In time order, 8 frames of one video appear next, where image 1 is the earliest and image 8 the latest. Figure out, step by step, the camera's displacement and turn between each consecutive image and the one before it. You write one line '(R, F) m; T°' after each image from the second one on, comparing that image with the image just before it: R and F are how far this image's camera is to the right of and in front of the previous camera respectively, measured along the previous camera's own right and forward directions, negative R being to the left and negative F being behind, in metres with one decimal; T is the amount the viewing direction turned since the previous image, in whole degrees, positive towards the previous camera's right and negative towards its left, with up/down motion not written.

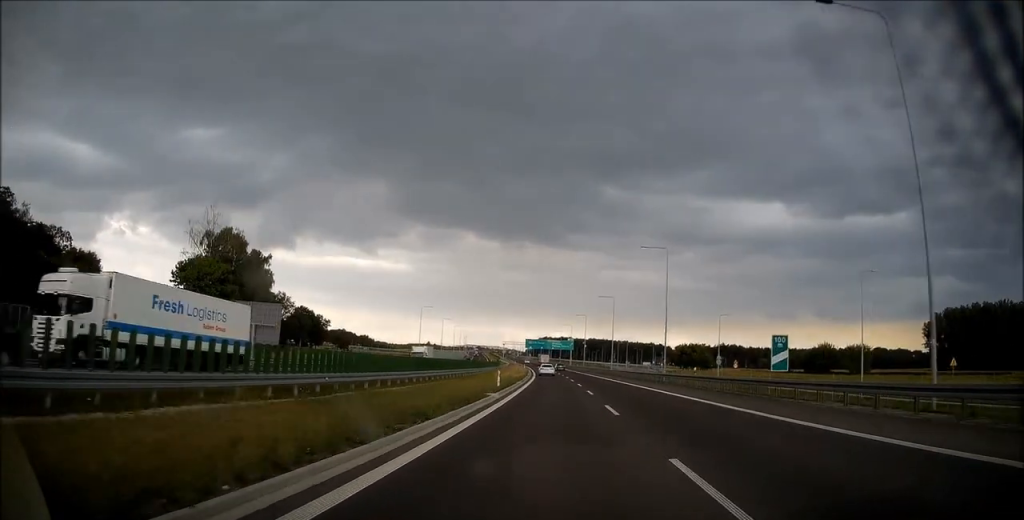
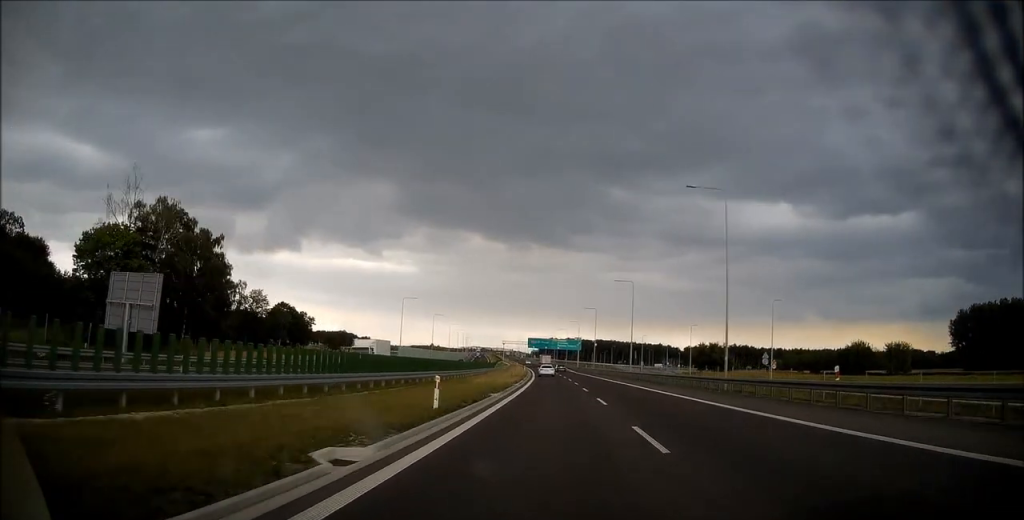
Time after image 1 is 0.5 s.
(-0.1, +19.3) m; -1°
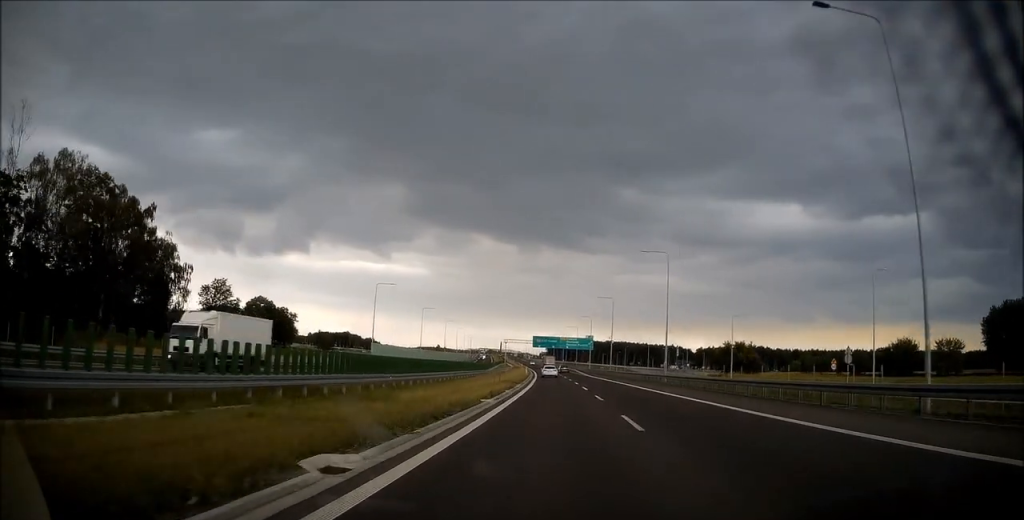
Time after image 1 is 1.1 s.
(-0.2, +20.4) m; -1°
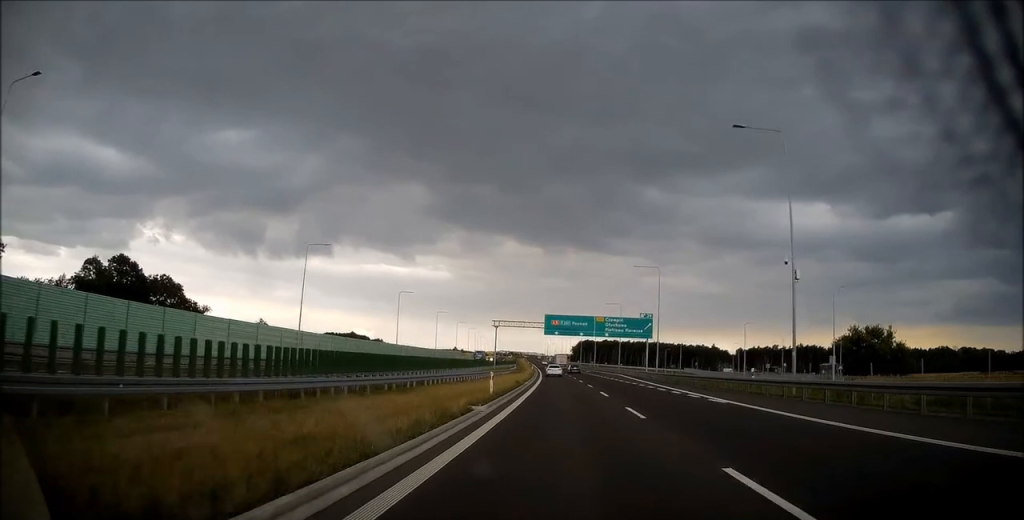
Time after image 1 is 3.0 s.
(-1.6, +68.2) m; -3°
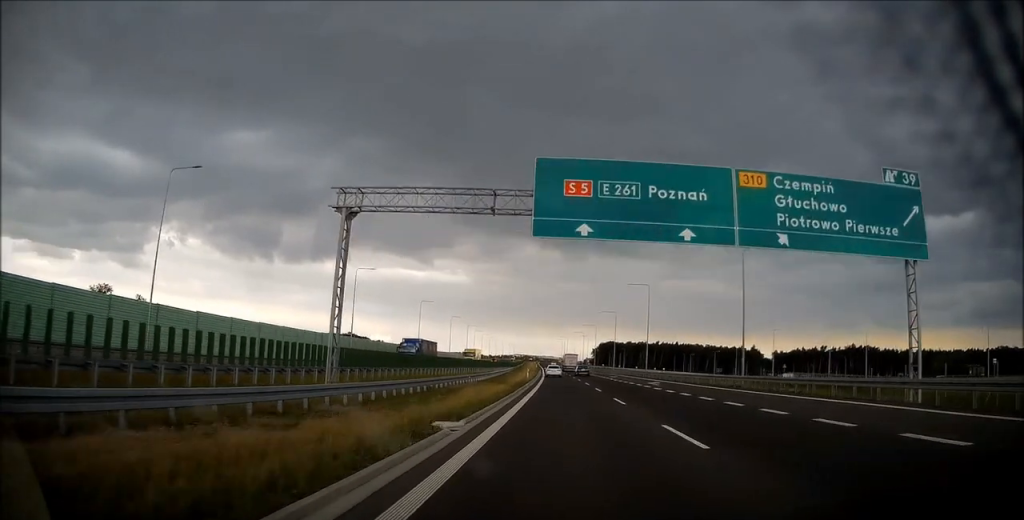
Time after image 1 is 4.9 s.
(-1.3, +66.2) m; -2°
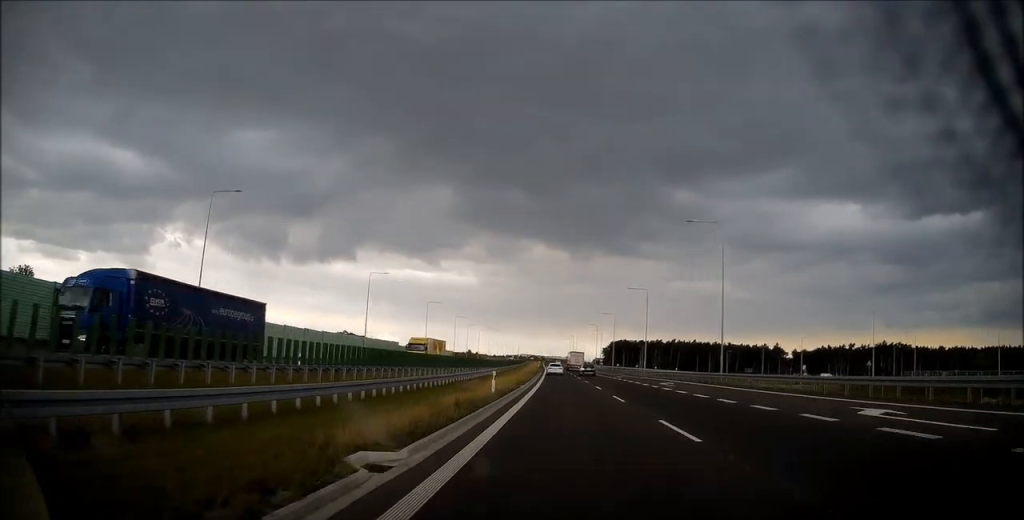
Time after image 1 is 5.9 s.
(-0.2, +35.3) m; -1°
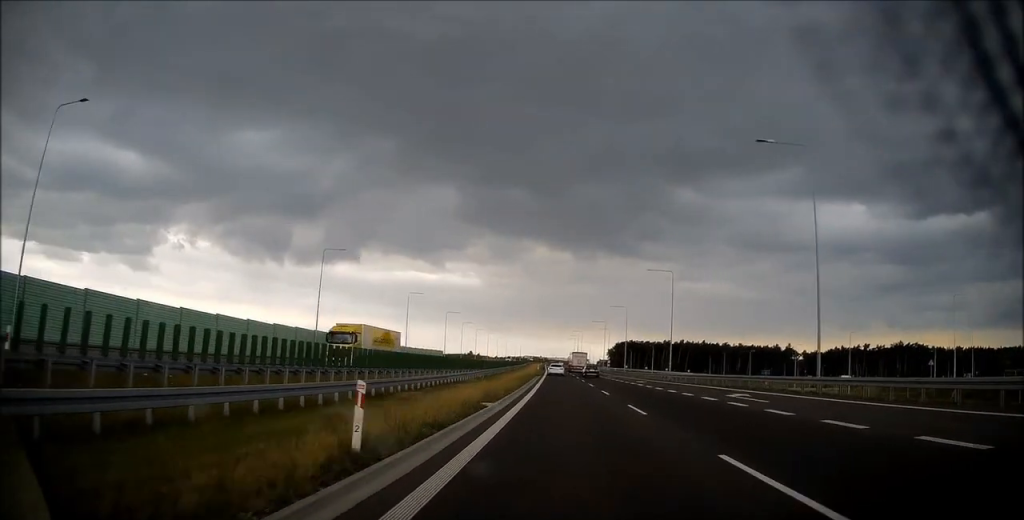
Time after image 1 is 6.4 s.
(-0.1, +17.6) m; 0°
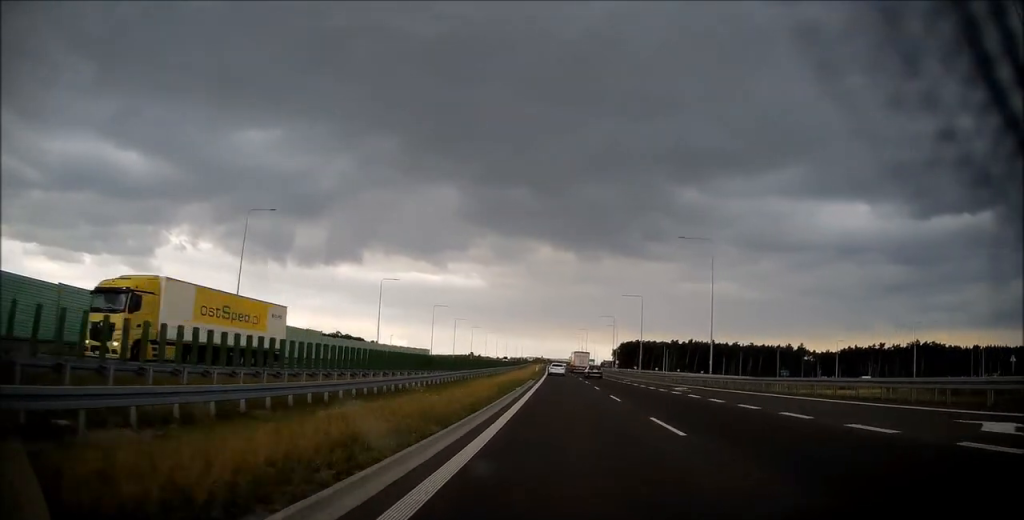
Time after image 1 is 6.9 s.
(0.0, +17.5) m; 0°
